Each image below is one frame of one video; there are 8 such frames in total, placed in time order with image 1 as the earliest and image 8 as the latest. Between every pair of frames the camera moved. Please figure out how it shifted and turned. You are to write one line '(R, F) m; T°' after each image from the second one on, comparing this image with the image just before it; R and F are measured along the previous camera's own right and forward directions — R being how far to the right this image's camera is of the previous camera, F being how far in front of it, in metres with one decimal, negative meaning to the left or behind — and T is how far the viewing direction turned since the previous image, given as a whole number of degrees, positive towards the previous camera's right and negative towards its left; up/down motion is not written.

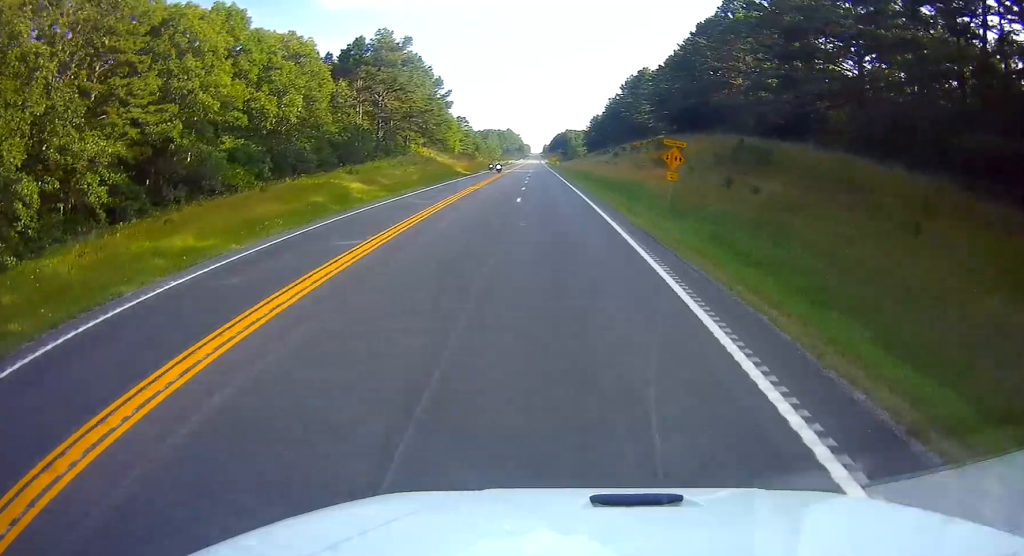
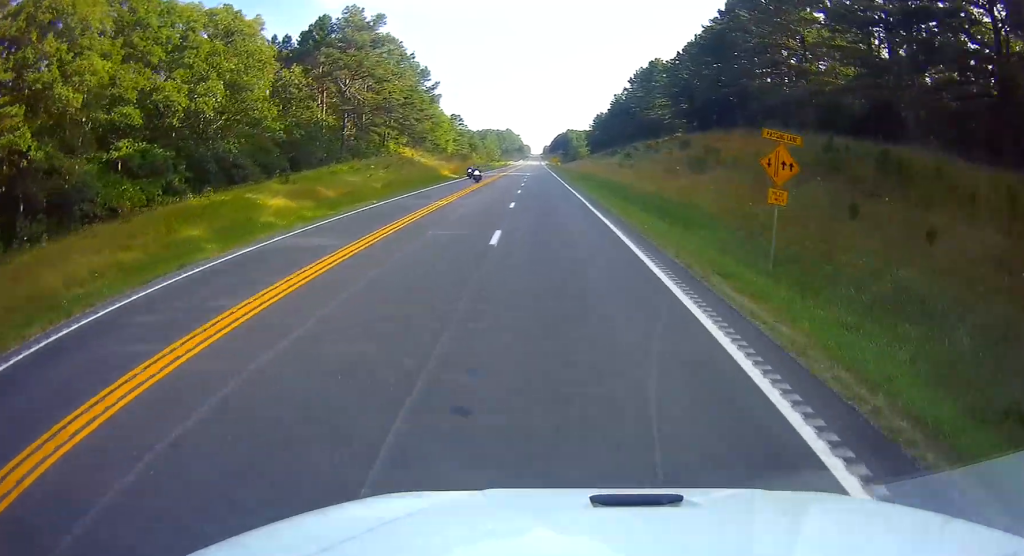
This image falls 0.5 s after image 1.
(+0.3, +14.8) m; 0°
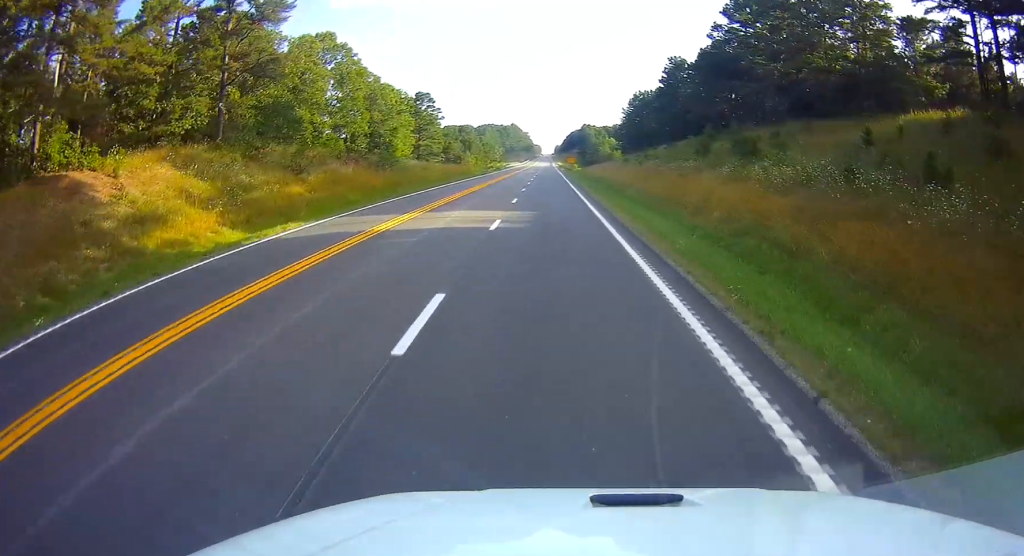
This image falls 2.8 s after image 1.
(-1.5, +69.2) m; -1°
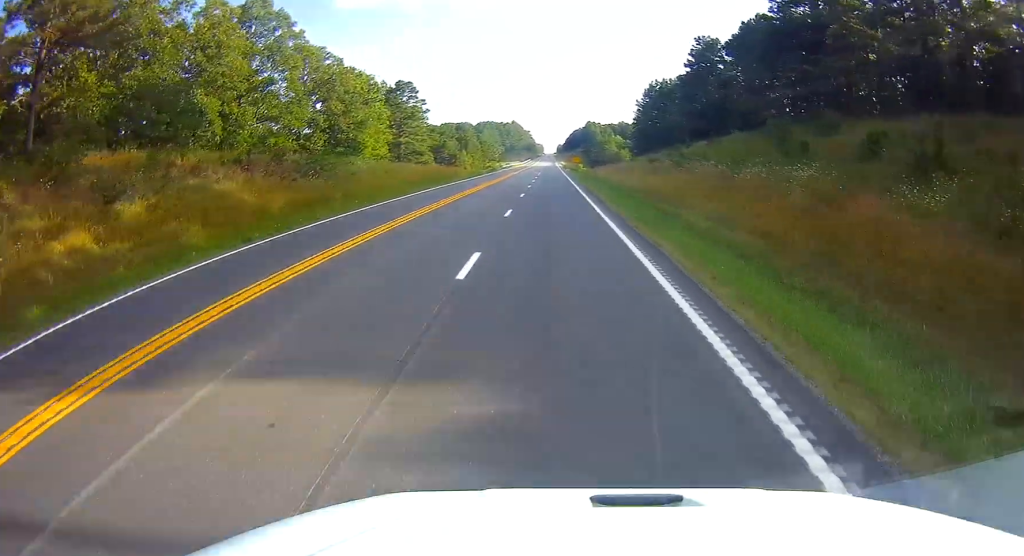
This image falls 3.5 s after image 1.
(0.0, +19.8) m; 0°
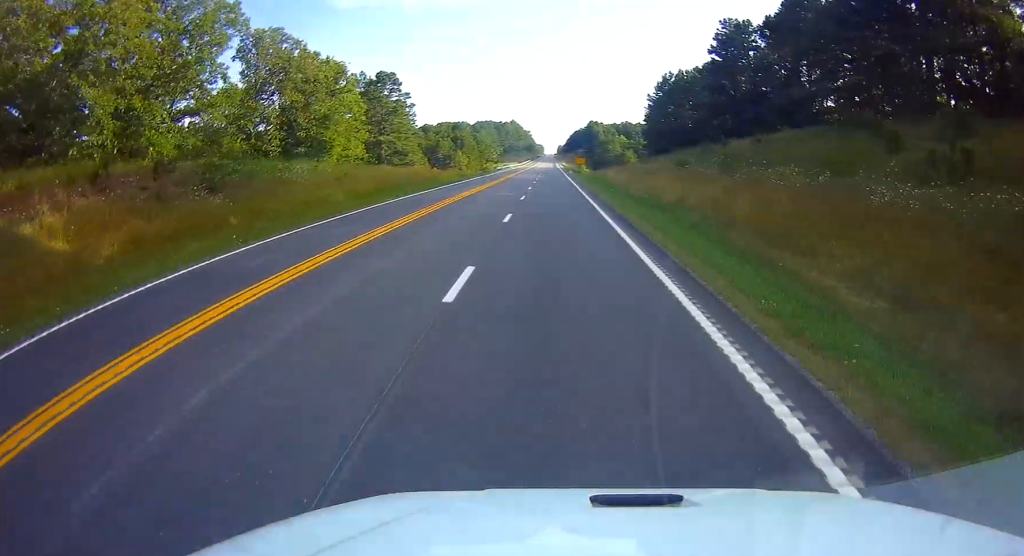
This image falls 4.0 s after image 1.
(0.0, +13.9) m; 0°
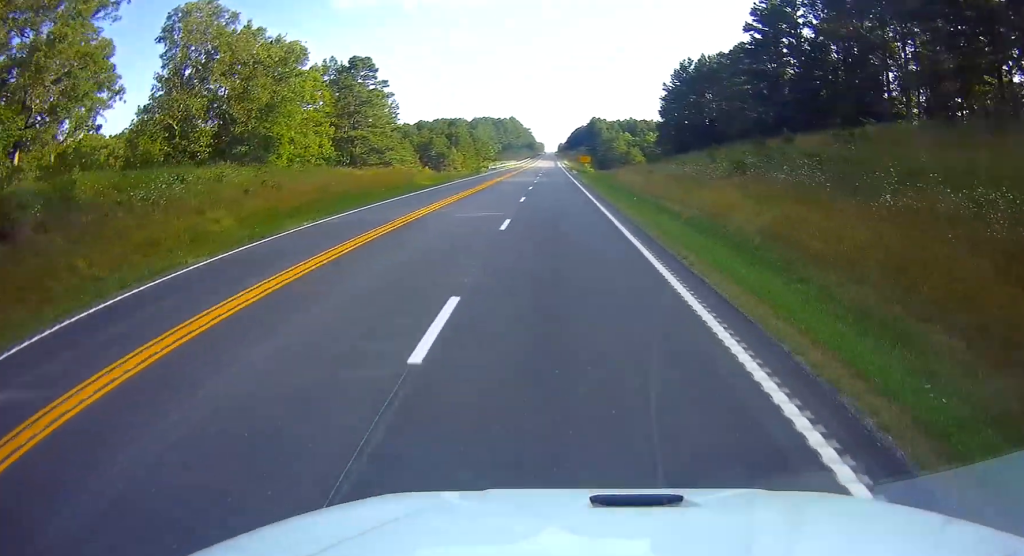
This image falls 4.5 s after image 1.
(0.0, +14.9) m; 0°
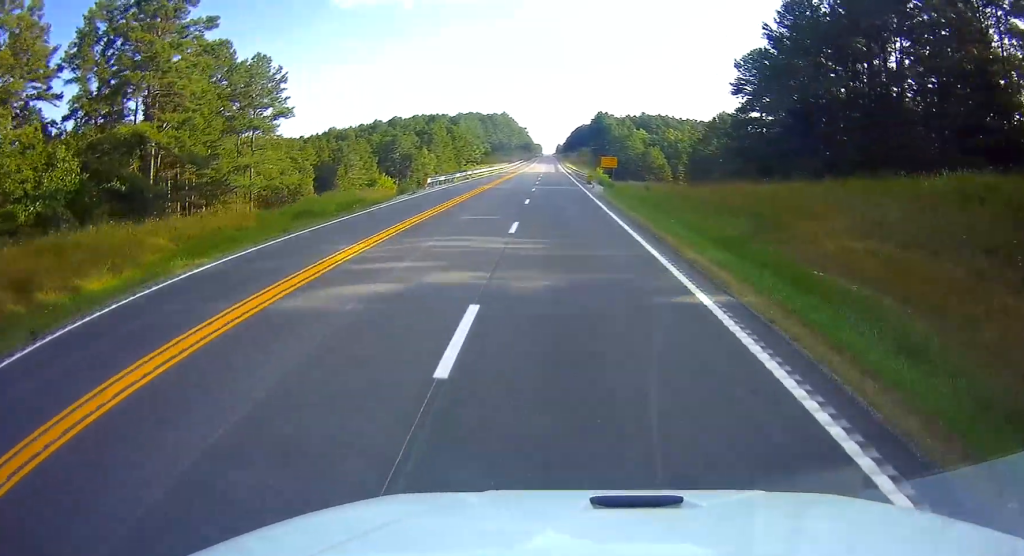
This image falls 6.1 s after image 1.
(0.0, +48.5) m; 0°
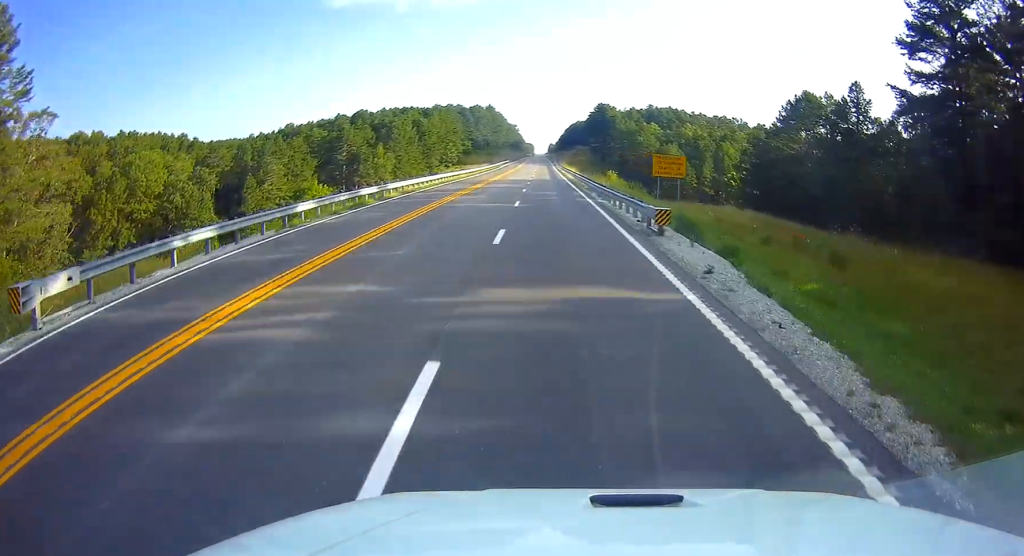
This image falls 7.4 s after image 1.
(0.0, +38.9) m; 0°
